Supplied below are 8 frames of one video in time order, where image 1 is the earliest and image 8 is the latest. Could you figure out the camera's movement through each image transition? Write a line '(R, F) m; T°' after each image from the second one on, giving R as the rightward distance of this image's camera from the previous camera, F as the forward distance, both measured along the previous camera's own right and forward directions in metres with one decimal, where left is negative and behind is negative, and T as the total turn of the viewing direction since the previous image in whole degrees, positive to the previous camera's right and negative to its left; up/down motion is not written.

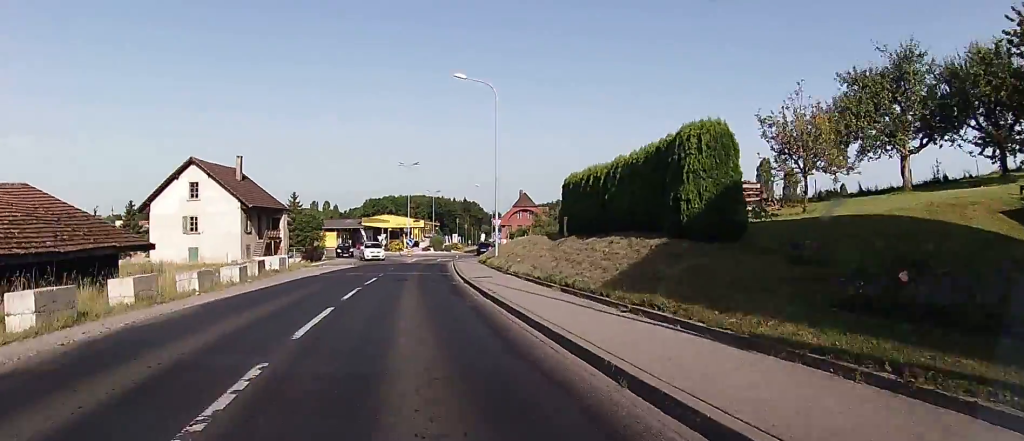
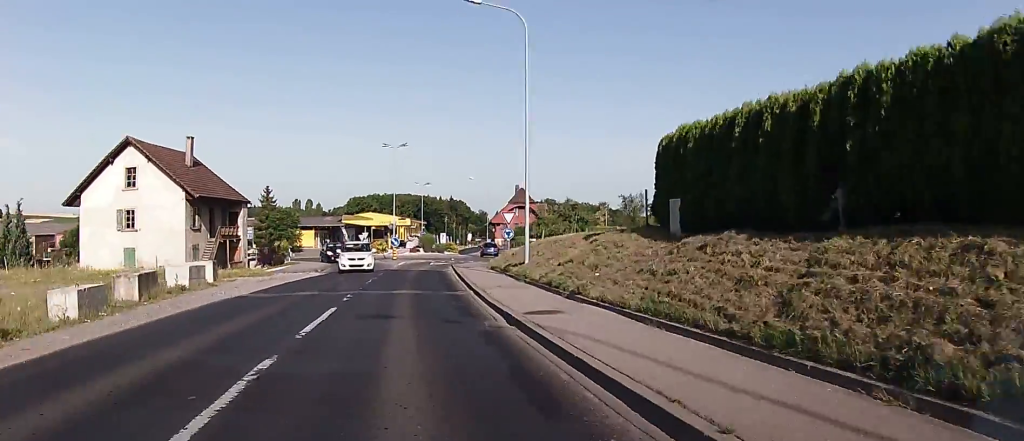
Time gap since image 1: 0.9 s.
(0.0, +11.5) m; 0°
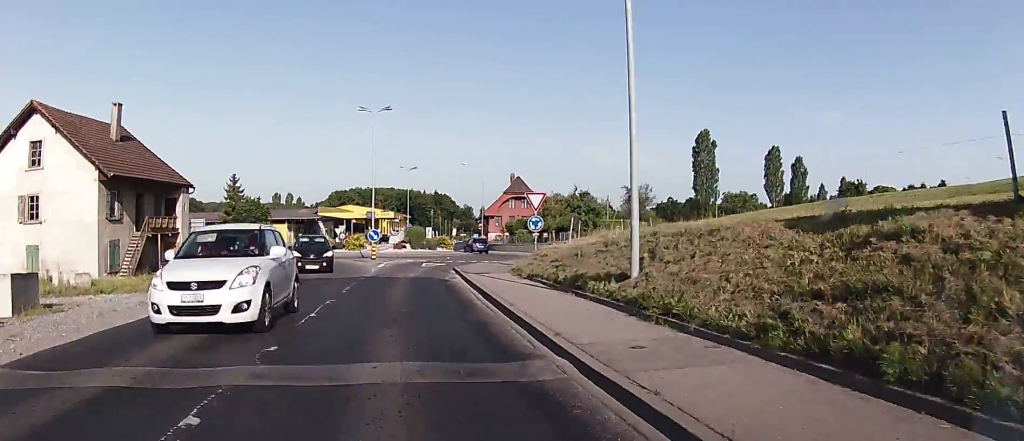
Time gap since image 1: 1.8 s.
(0.0, +11.6) m; 0°
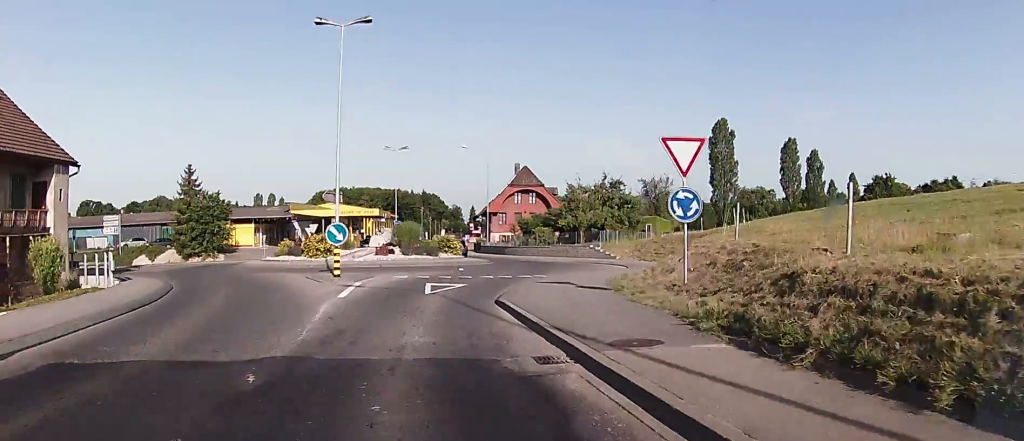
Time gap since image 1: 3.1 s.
(0.0, +15.2) m; +3°
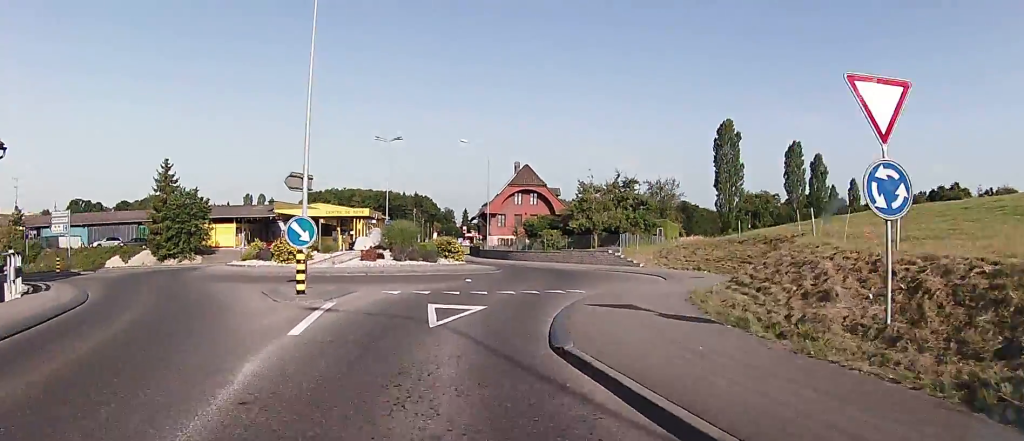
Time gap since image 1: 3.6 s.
(+0.3, +5.8) m; +4°
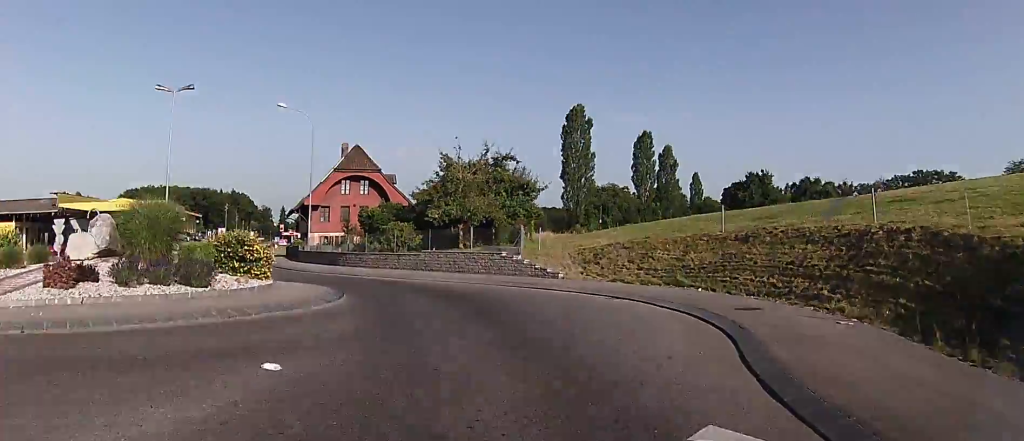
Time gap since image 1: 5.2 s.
(+1.3, +14.7) m; +11°
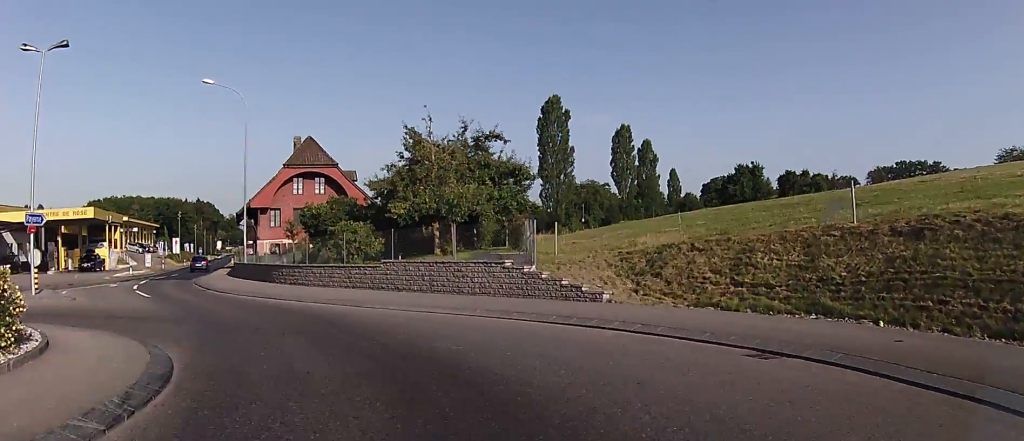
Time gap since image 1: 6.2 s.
(+0.5, +9.3) m; -1°
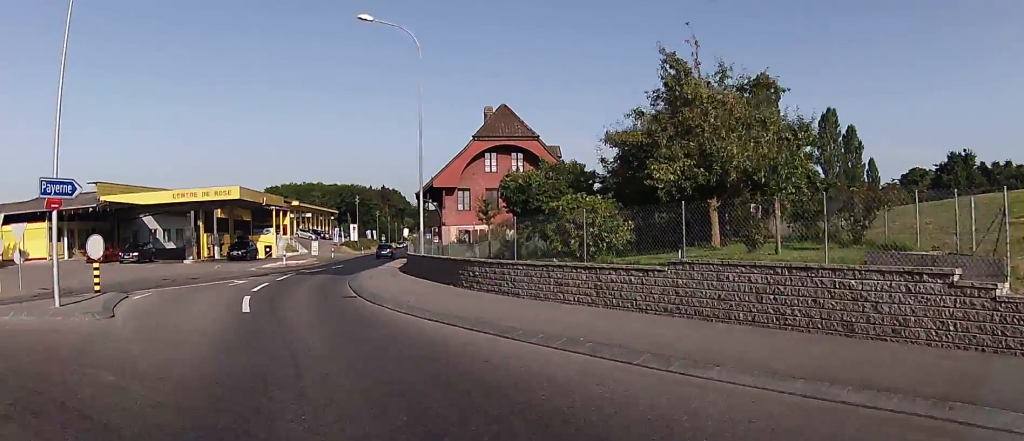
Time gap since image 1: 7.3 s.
(-0.8, +9.5) m; -11°
